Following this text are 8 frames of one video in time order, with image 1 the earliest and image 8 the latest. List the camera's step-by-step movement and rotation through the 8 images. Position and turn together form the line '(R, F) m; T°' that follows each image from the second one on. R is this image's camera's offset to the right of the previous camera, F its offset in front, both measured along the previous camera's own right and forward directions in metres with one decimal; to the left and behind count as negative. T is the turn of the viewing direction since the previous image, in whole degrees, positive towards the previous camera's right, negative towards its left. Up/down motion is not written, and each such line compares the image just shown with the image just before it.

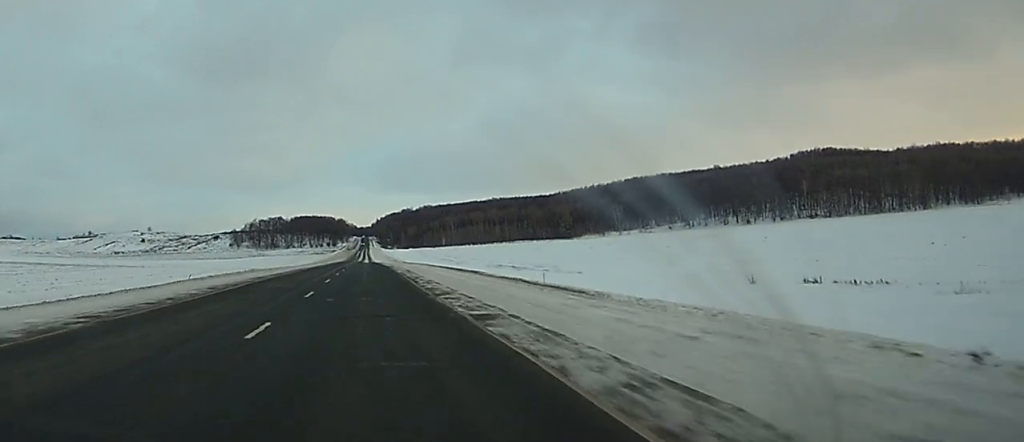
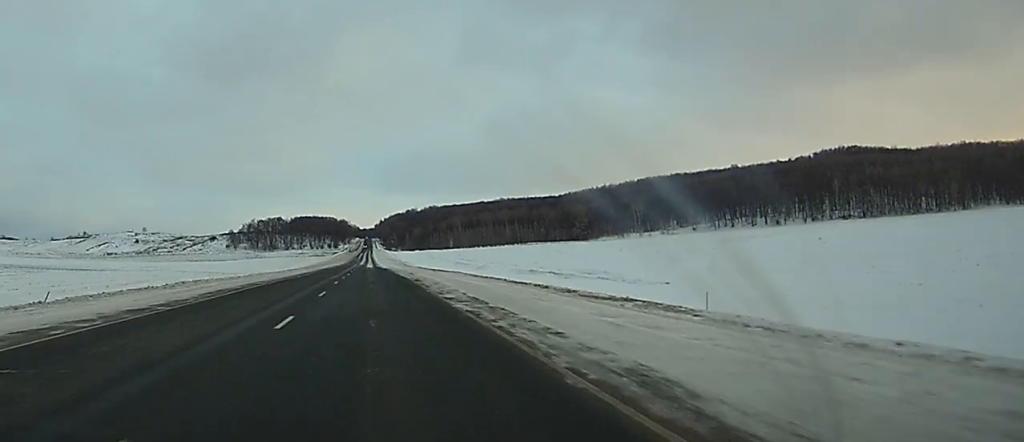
(-0.1, +33.8) m; 0°
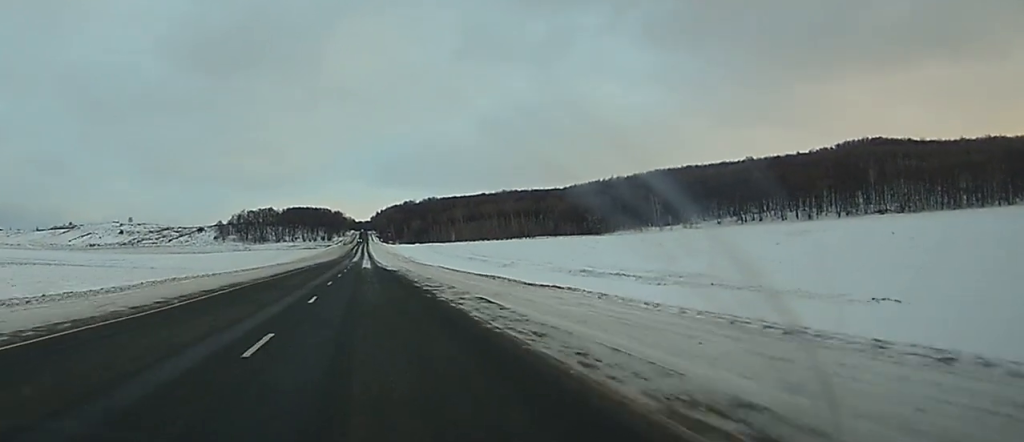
(-0.2, +39.9) m; 0°
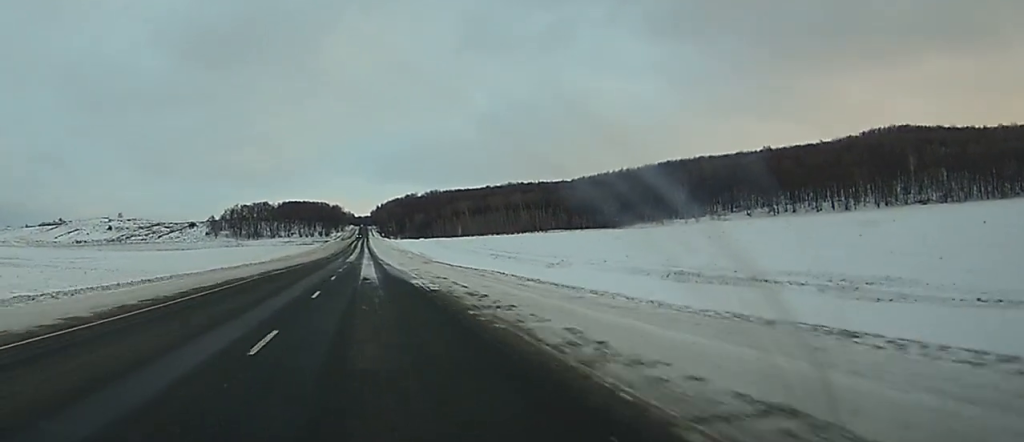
(+0.1, +36.3) m; +1°
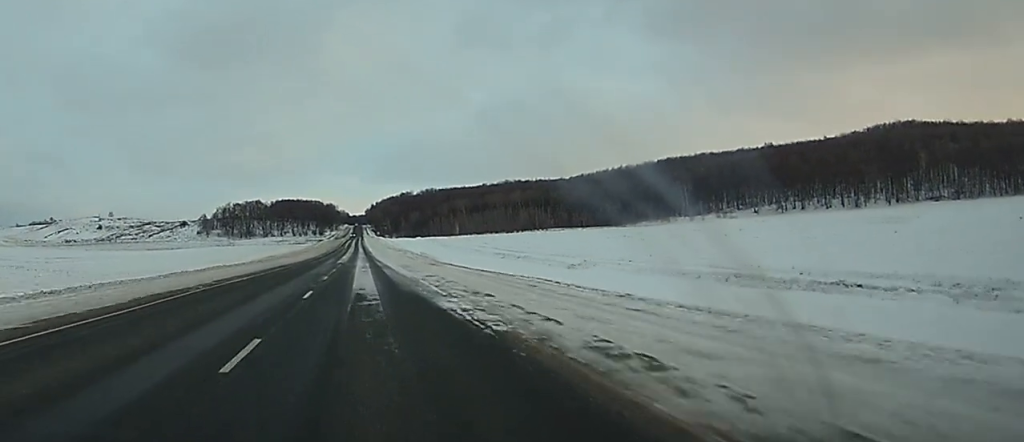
(0.0, +13.8) m; 0°
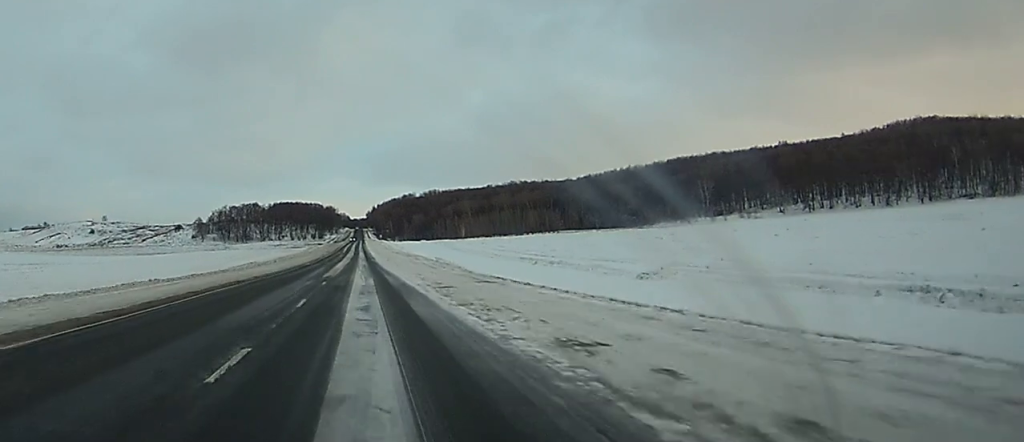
(0.0, +25.3) m; 0°
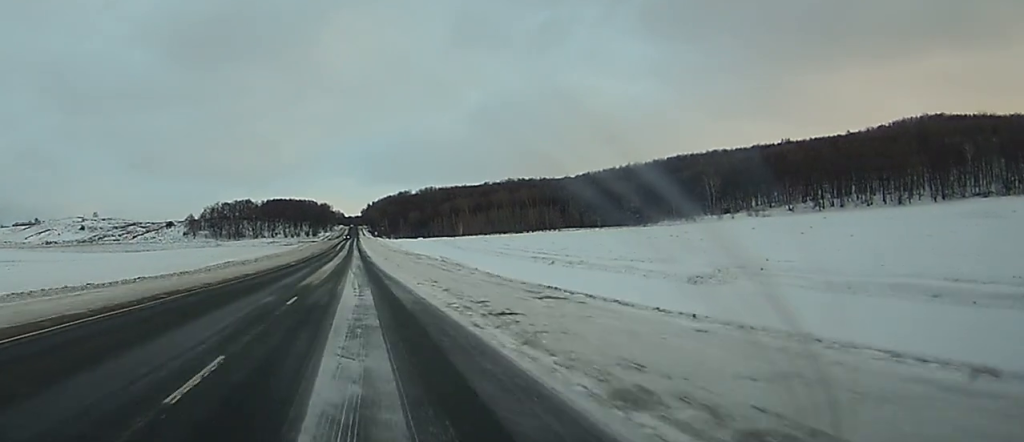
(0.0, +13.4) m; 0°
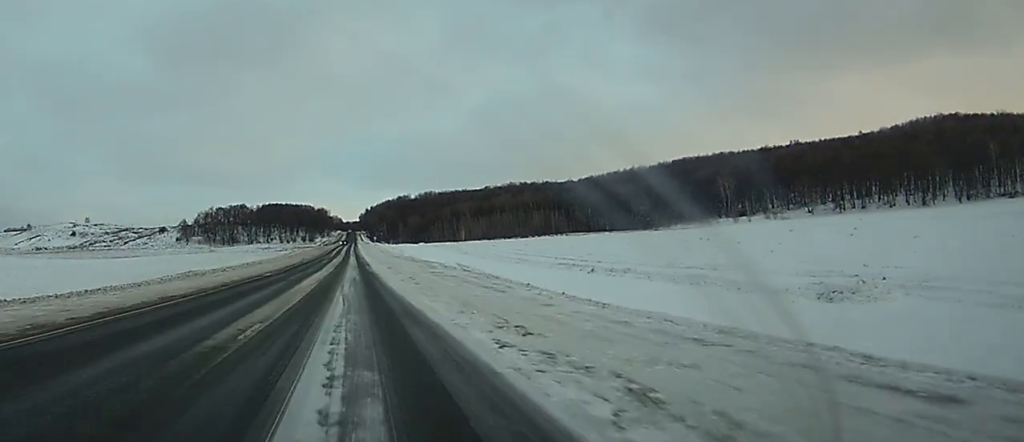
(0.0, +18.7) m; 0°
